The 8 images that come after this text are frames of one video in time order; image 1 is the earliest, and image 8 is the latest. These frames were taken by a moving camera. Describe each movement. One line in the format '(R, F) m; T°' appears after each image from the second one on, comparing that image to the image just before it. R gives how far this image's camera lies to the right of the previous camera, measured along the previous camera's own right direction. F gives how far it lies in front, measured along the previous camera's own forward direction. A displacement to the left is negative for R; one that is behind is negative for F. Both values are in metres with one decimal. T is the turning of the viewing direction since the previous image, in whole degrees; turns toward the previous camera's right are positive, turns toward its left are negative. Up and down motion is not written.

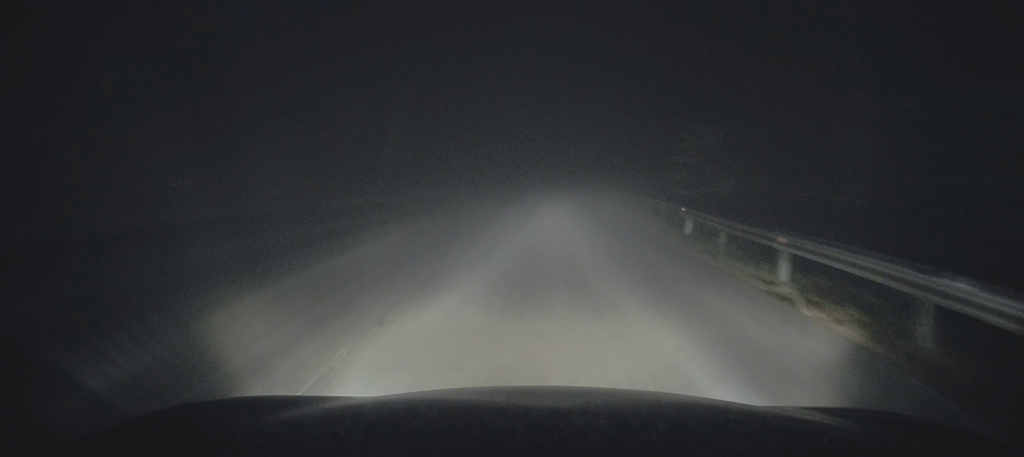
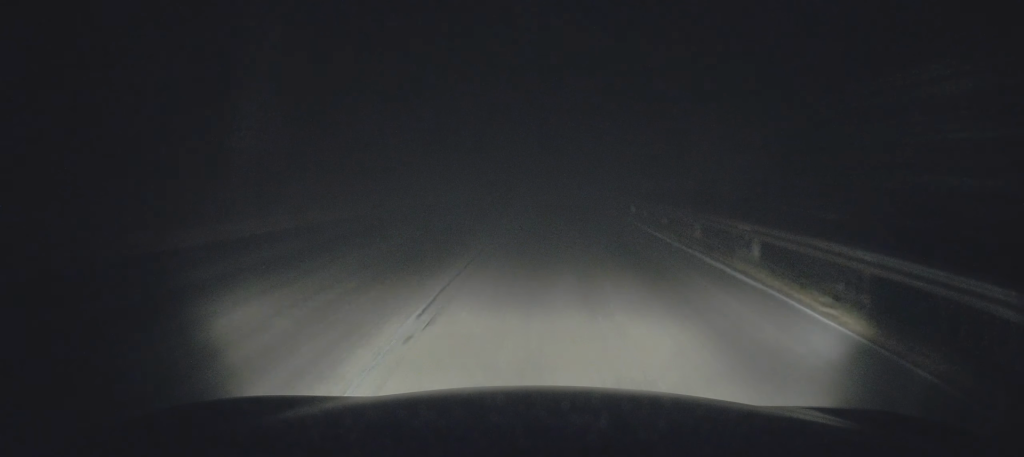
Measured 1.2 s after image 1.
(+0.3, +13.7) m; +1°
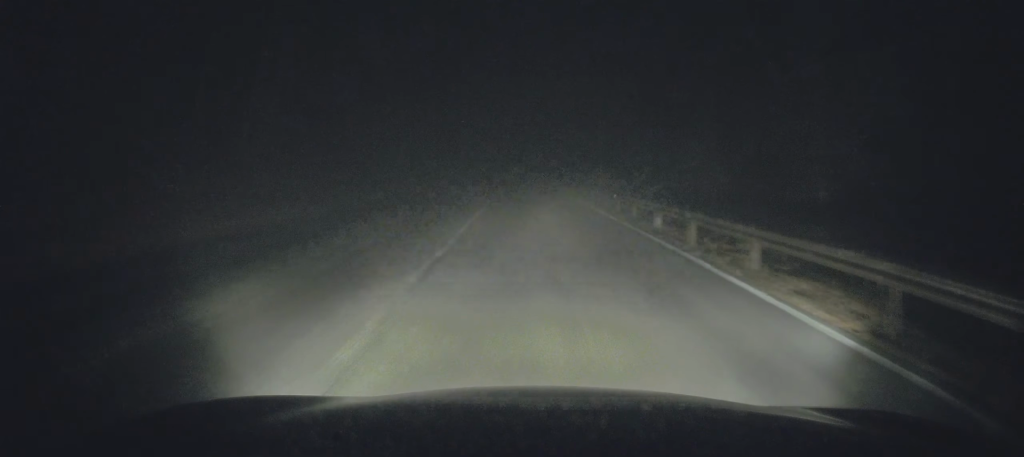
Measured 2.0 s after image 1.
(-0.2, +8.5) m; 0°
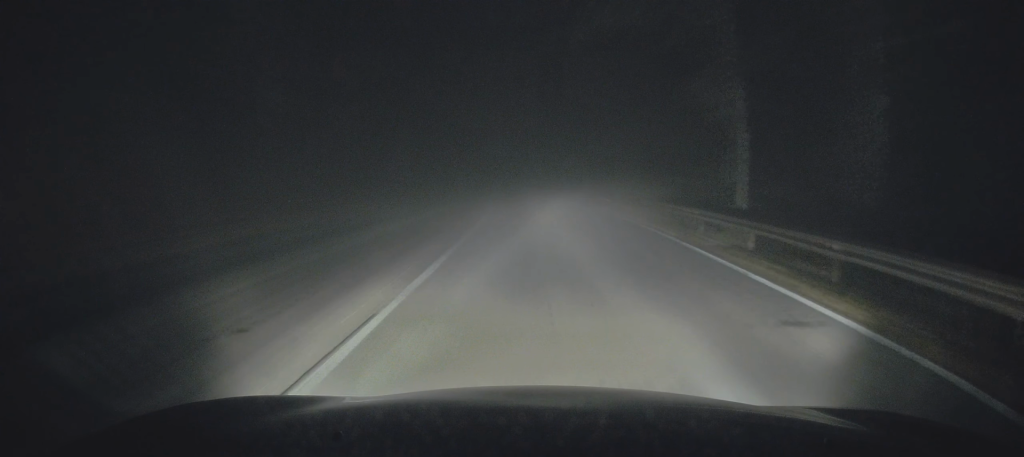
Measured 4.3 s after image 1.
(+0.5, +23.4) m; +1°
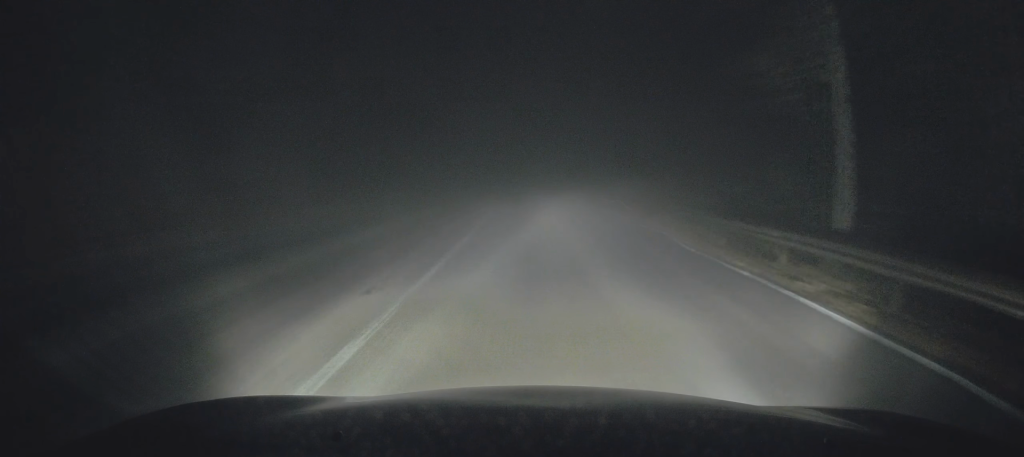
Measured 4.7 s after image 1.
(0.0, +4.9) m; 0°
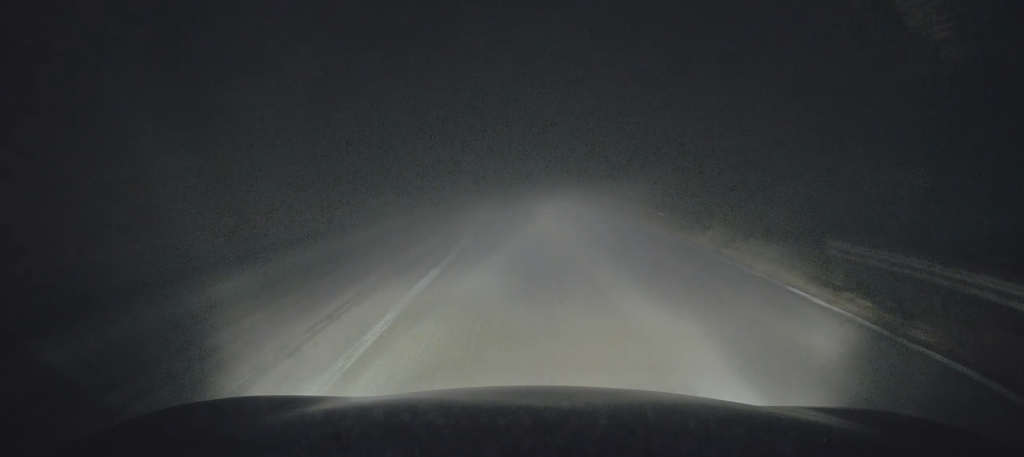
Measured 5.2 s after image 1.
(0.0, +5.3) m; 0°
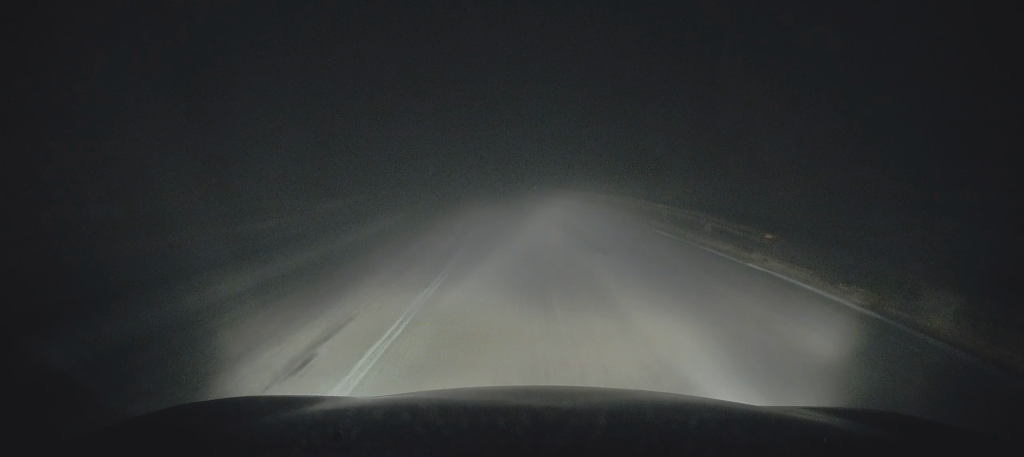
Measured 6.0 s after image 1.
(0.0, +8.4) m; -1°
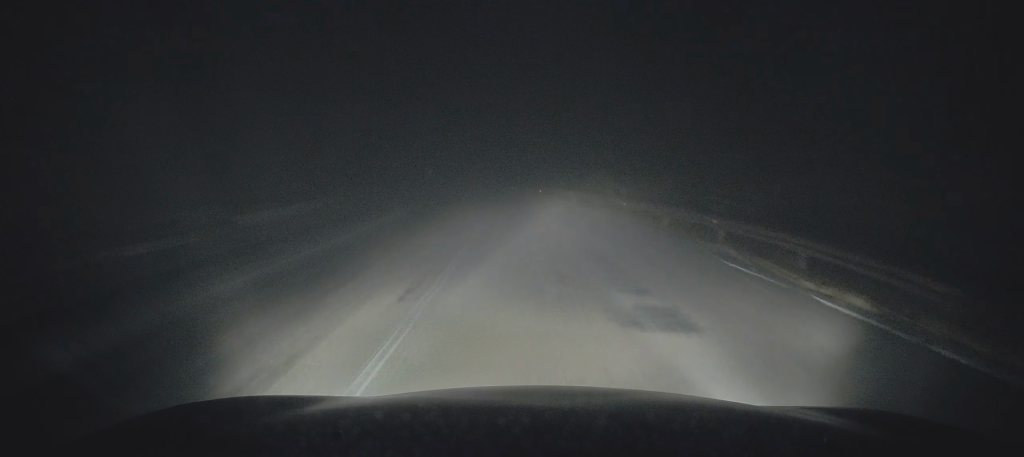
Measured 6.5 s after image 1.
(-0.1, +5.3) m; -1°
